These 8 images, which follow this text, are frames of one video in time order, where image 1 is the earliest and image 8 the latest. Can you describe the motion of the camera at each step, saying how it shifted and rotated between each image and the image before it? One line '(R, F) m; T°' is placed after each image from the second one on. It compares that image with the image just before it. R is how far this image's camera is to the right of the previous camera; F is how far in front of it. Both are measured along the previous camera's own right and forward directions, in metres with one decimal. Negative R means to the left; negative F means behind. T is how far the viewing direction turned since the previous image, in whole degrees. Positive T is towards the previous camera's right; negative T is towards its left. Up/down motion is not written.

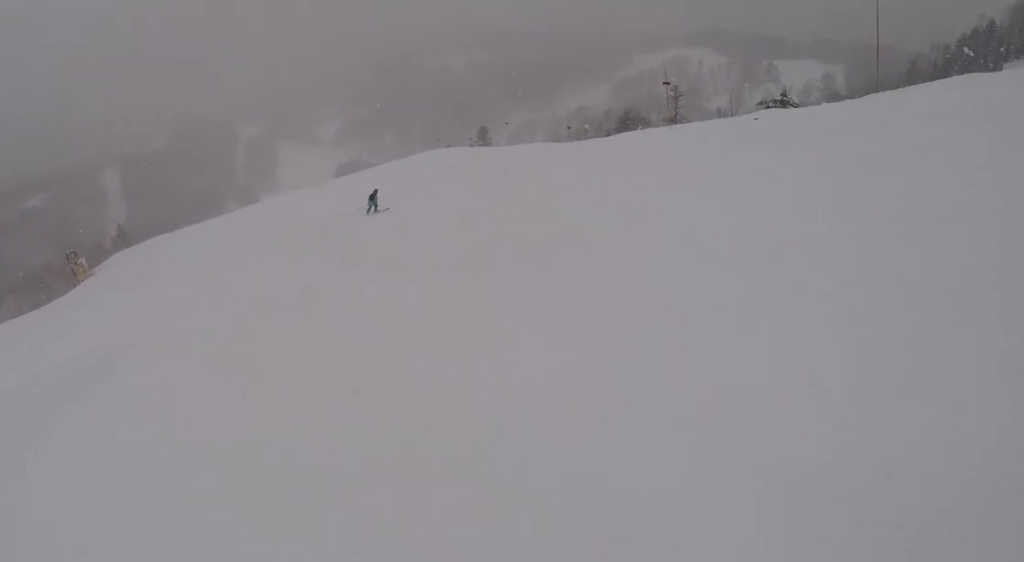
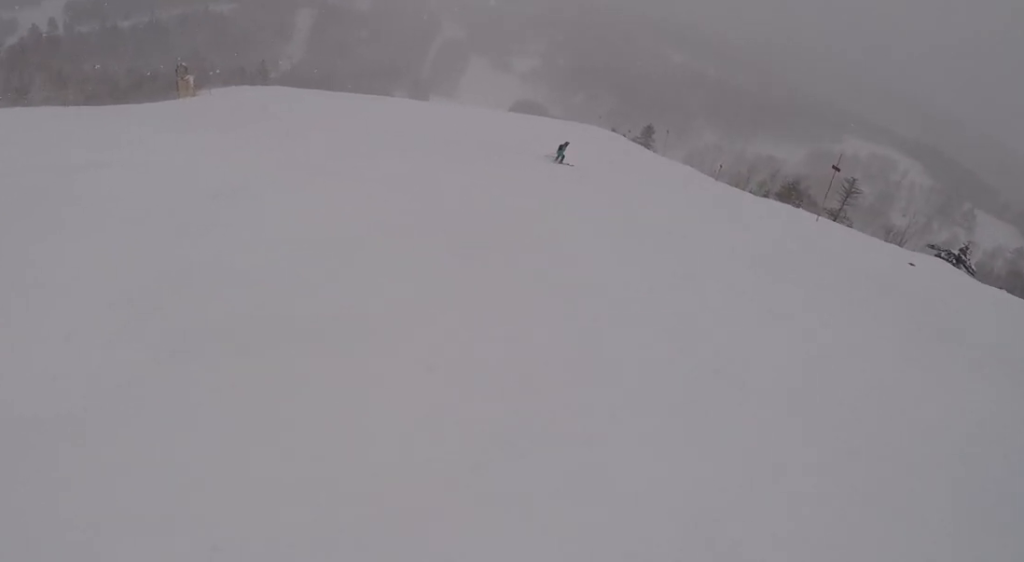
(-1.7, +6.3) m; -32°
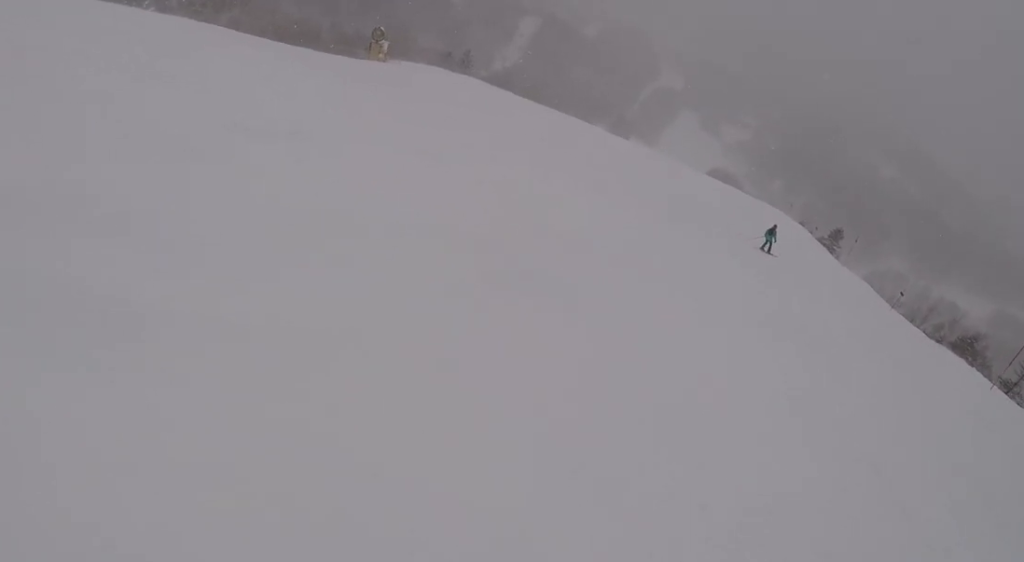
(-0.4, +2.5) m; -5°
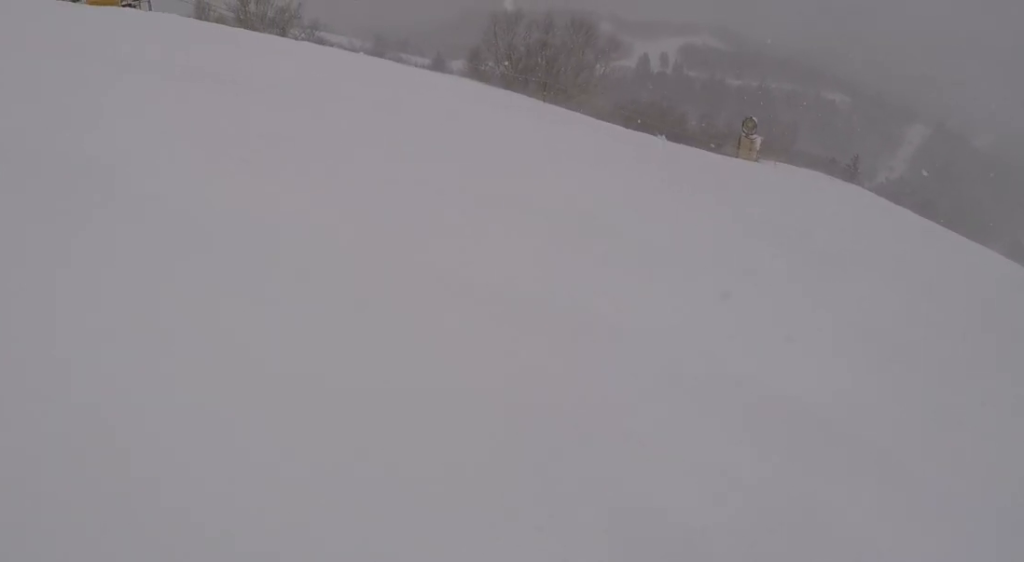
(-1.5, +9.1) m; -17°
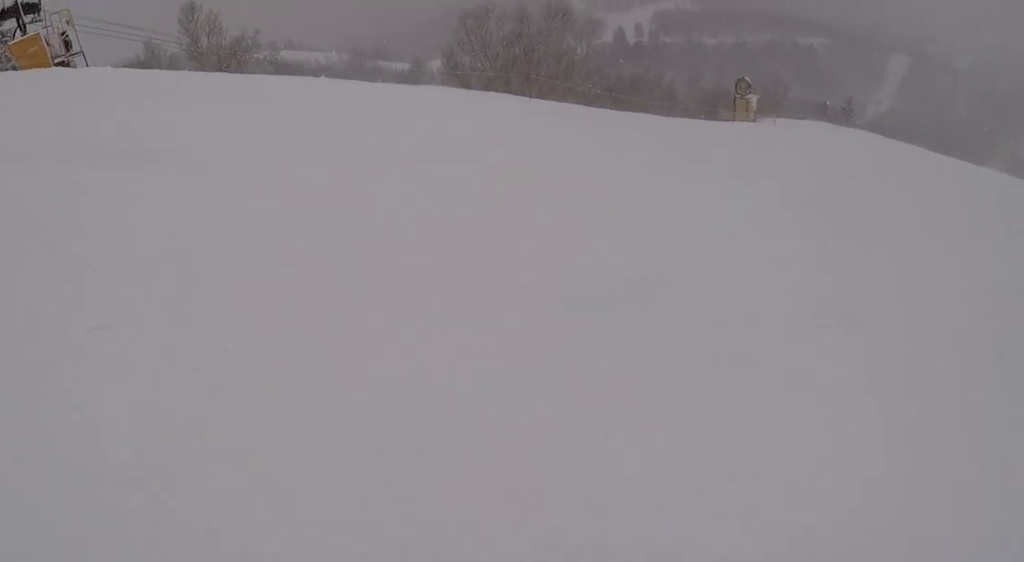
(-0.6, +2.4) m; +1°
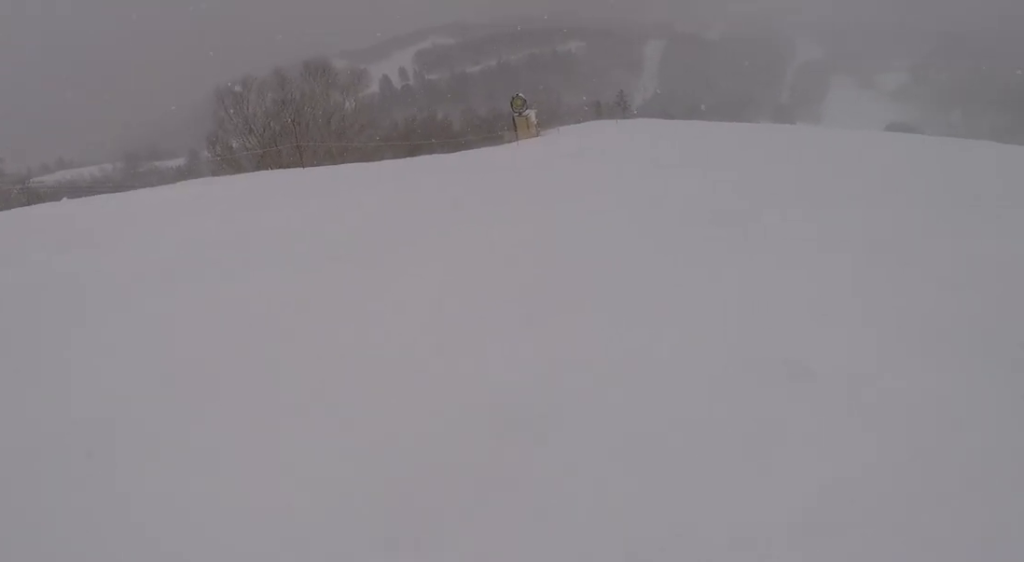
(0.0, +2.2) m; +9°
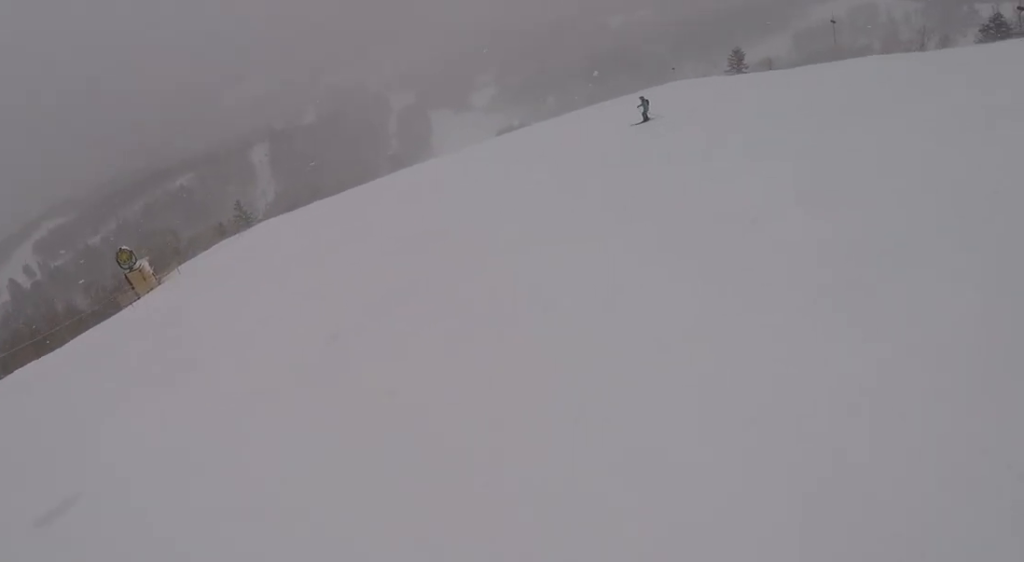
(+0.9, +4.9) m; +37°
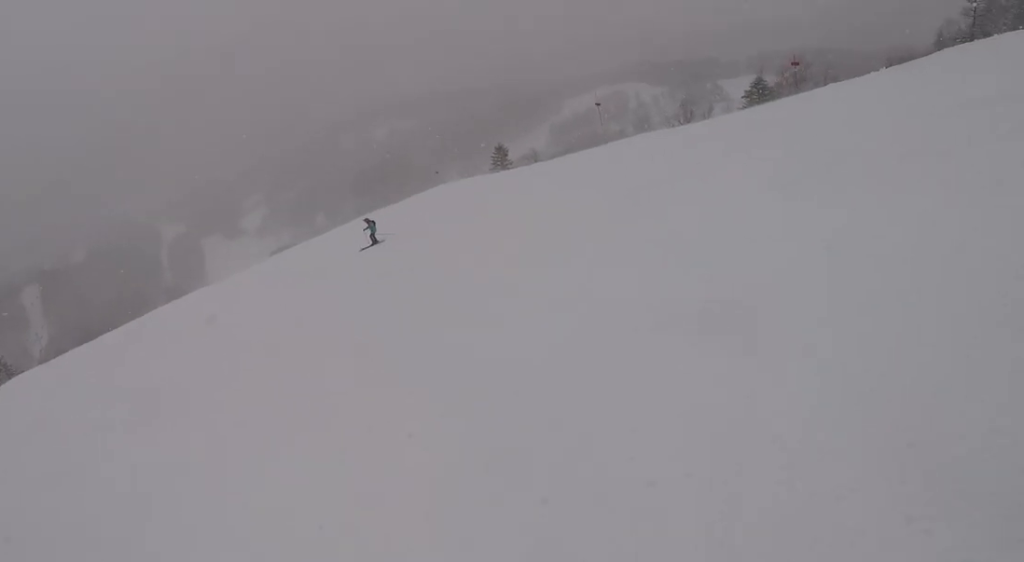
(+1.4, +3.0) m; +13°
